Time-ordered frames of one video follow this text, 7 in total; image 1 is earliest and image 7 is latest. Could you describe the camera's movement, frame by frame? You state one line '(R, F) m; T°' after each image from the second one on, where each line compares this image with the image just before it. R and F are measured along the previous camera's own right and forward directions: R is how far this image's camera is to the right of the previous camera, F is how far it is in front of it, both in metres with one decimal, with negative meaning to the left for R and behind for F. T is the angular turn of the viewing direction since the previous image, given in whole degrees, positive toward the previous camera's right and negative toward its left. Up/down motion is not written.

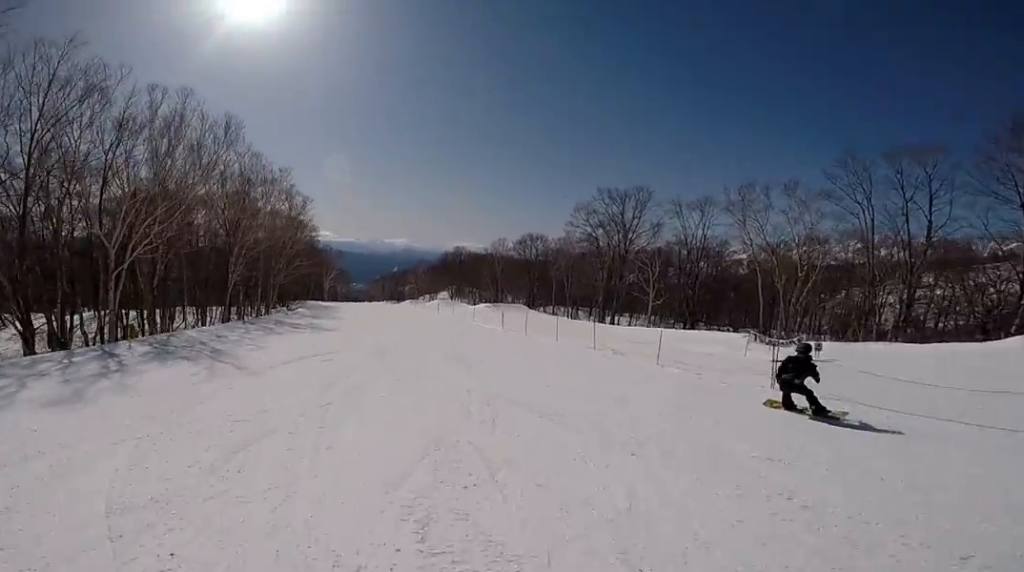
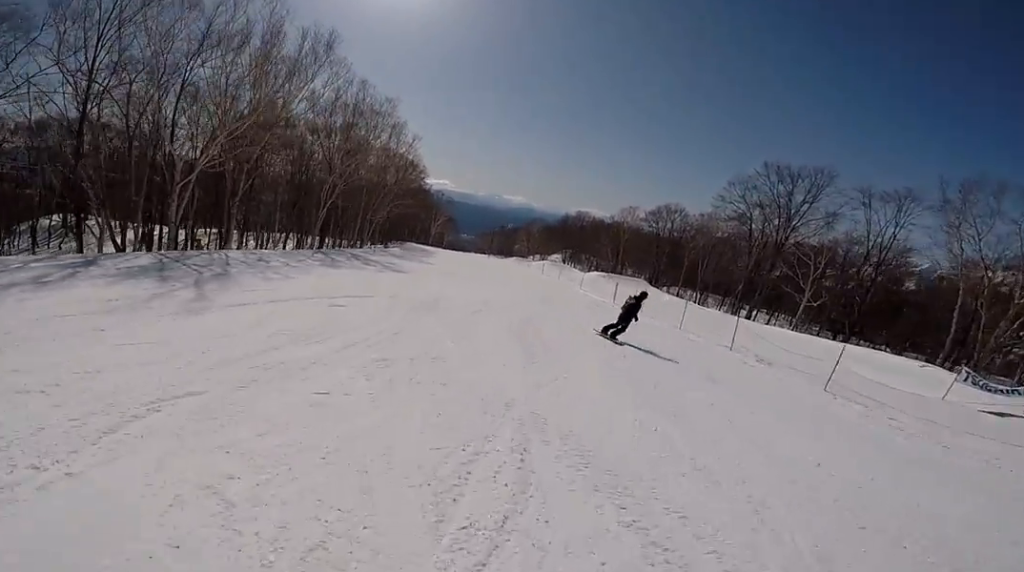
(-0.1, +3.8) m; -13°
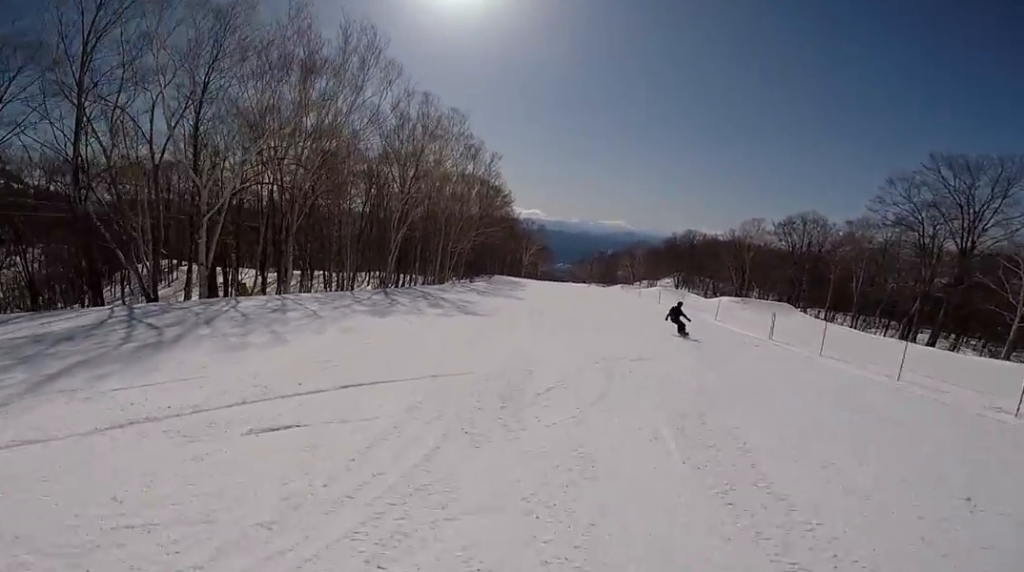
(-1.3, +5.0) m; -15°
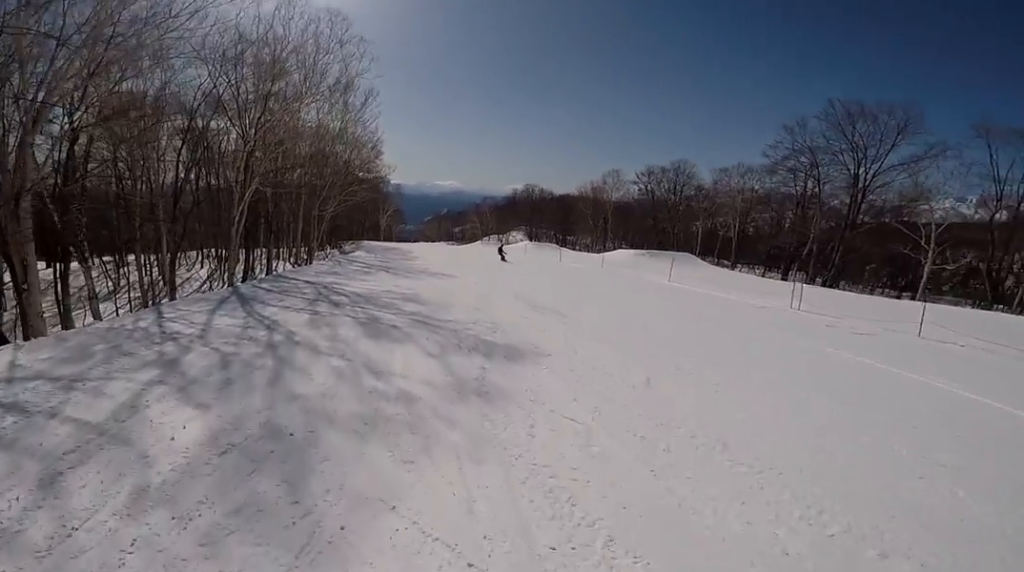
(+0.5, +10.7) m; +22°
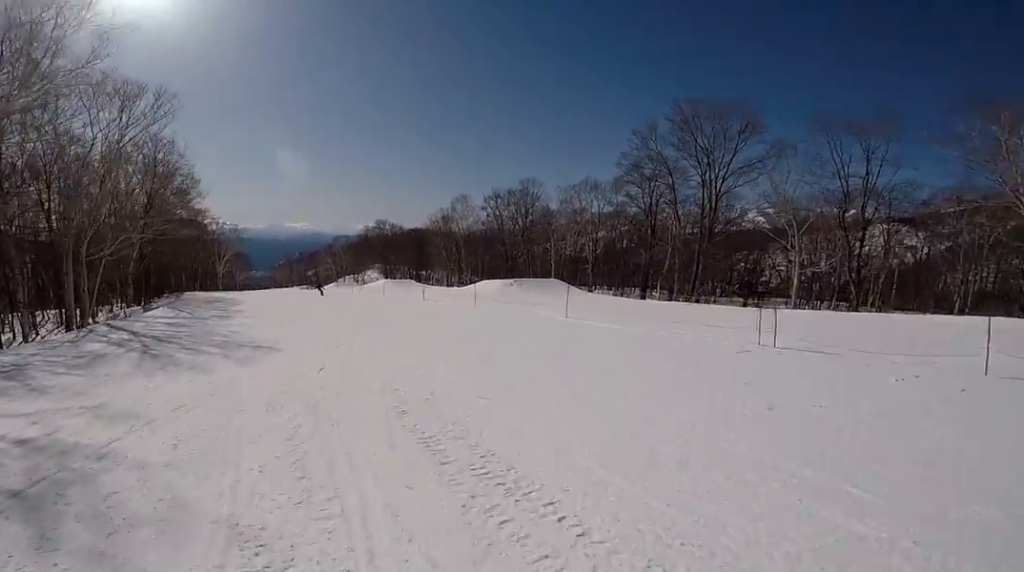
(+2.1, +8.1) m; +9°
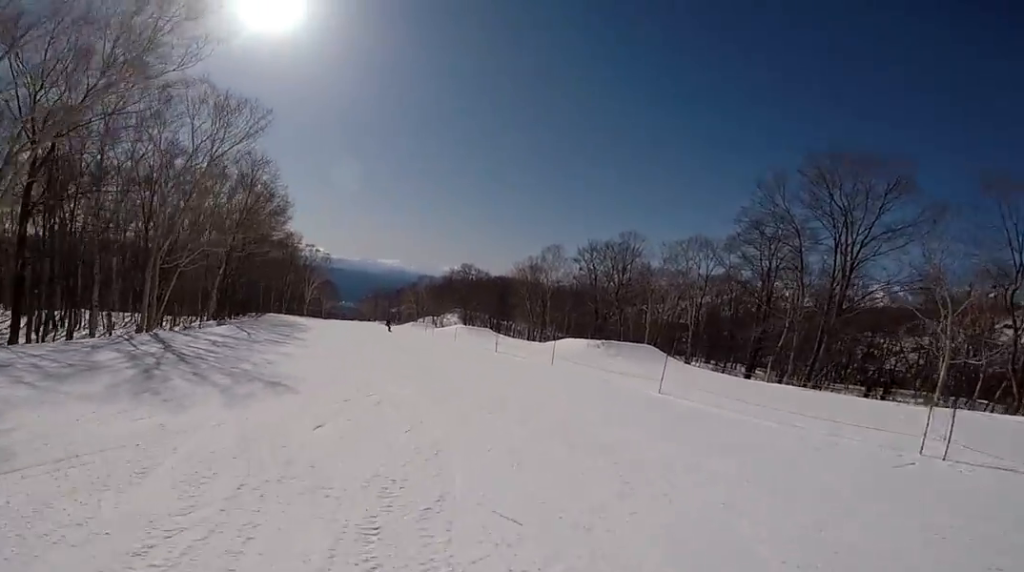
(+0.2, +2.5) m; -5°
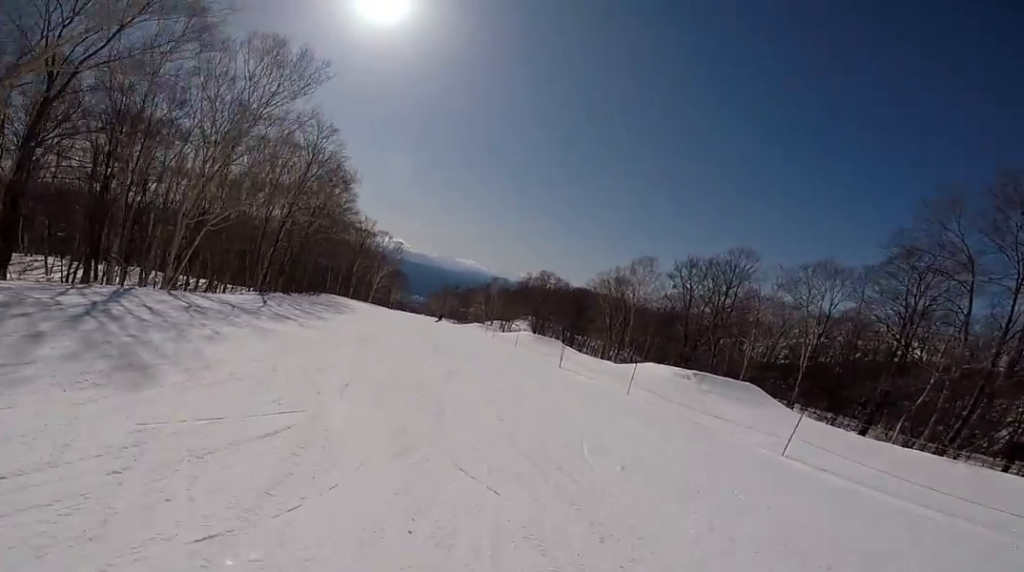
(-0.7, +4.6) m; -20°
